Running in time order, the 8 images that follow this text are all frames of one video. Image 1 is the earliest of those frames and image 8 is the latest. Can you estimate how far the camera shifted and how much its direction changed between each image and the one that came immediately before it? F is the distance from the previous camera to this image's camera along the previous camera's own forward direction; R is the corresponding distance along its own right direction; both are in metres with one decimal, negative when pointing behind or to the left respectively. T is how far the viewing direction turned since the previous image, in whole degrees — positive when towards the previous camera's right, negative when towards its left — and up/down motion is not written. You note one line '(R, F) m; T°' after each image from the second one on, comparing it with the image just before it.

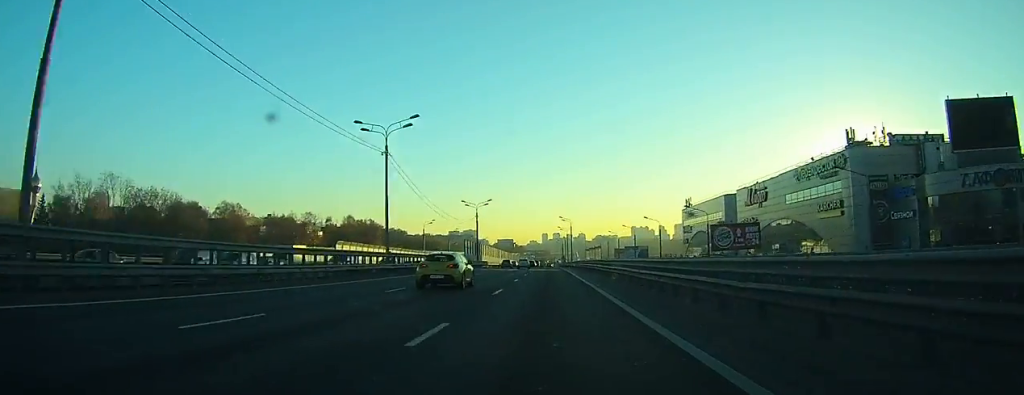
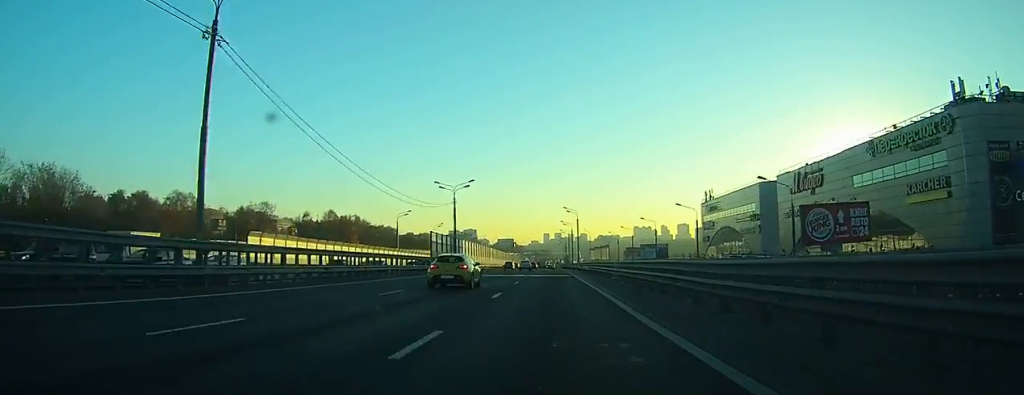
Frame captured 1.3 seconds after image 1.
(-0.1, +25.6) m; 0°
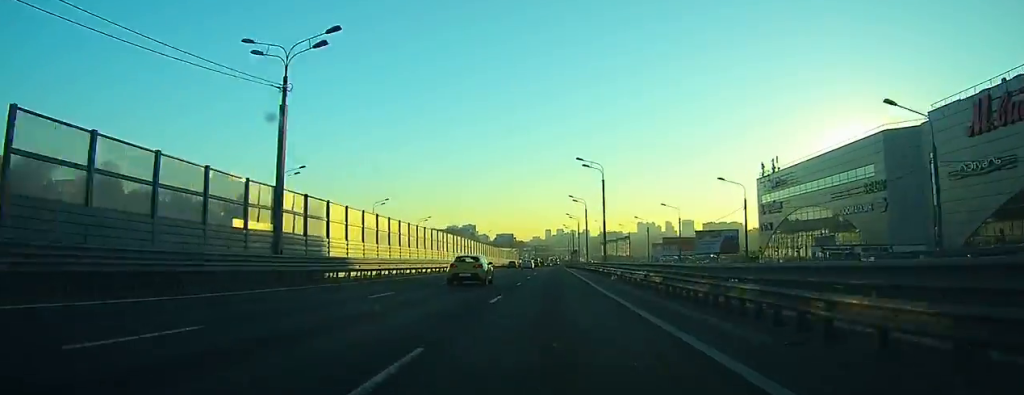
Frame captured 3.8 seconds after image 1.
(-0.2, +52.4) m; 0°
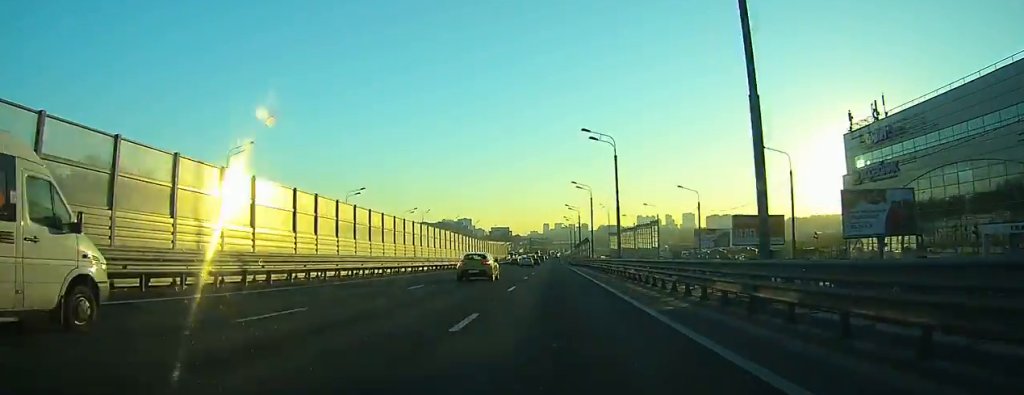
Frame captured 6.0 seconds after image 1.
(-0.1, +44.5) m; 0°
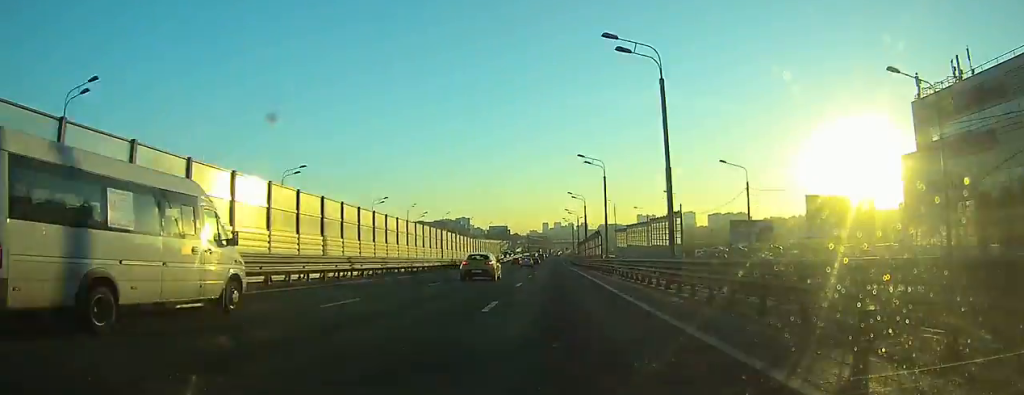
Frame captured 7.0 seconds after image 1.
(0.0, +19.7) m; 0°
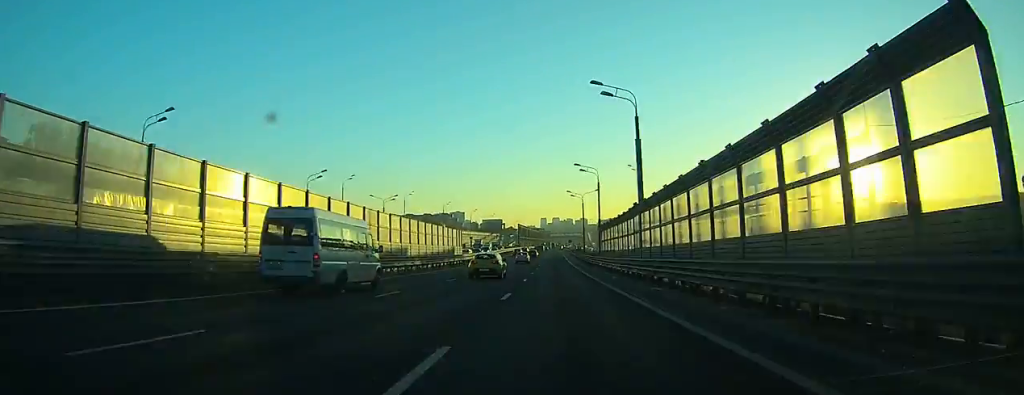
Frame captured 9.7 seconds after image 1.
(+0.1, +53.4) m; +1°
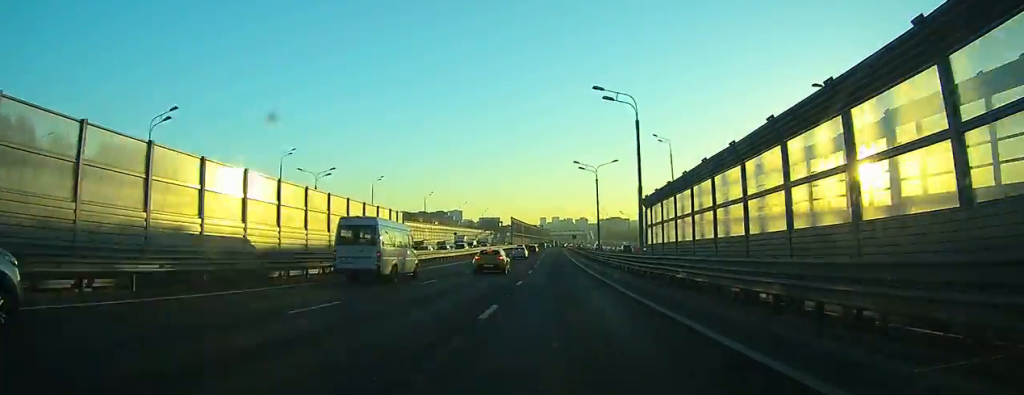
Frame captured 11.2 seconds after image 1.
(+0.2, +30.1) m; 0°
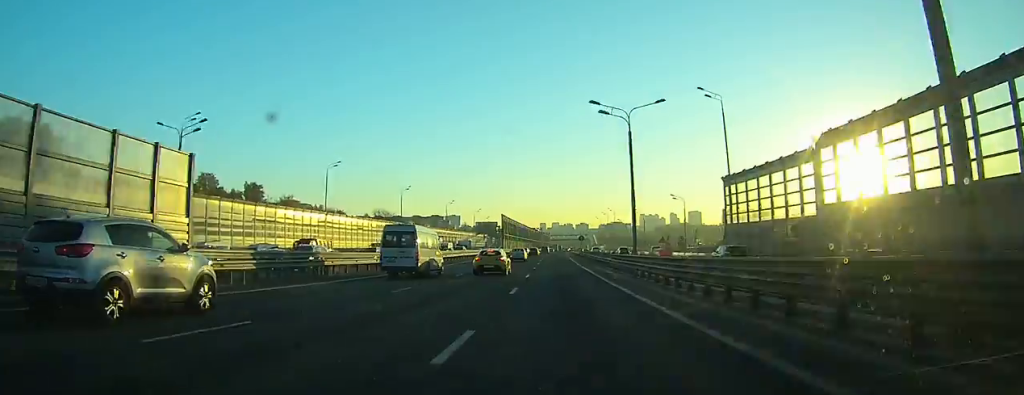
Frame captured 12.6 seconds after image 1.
(+0.1, +29.7) m; 0°
